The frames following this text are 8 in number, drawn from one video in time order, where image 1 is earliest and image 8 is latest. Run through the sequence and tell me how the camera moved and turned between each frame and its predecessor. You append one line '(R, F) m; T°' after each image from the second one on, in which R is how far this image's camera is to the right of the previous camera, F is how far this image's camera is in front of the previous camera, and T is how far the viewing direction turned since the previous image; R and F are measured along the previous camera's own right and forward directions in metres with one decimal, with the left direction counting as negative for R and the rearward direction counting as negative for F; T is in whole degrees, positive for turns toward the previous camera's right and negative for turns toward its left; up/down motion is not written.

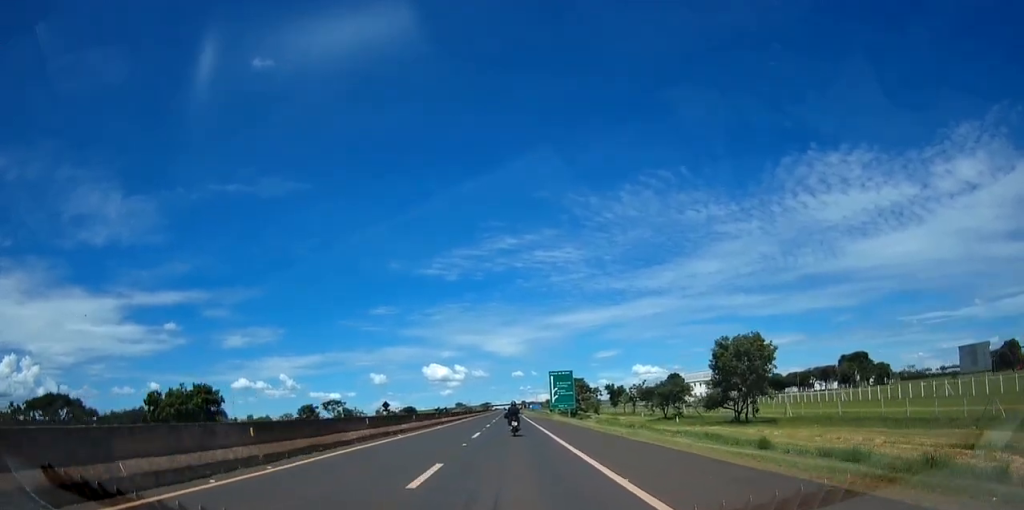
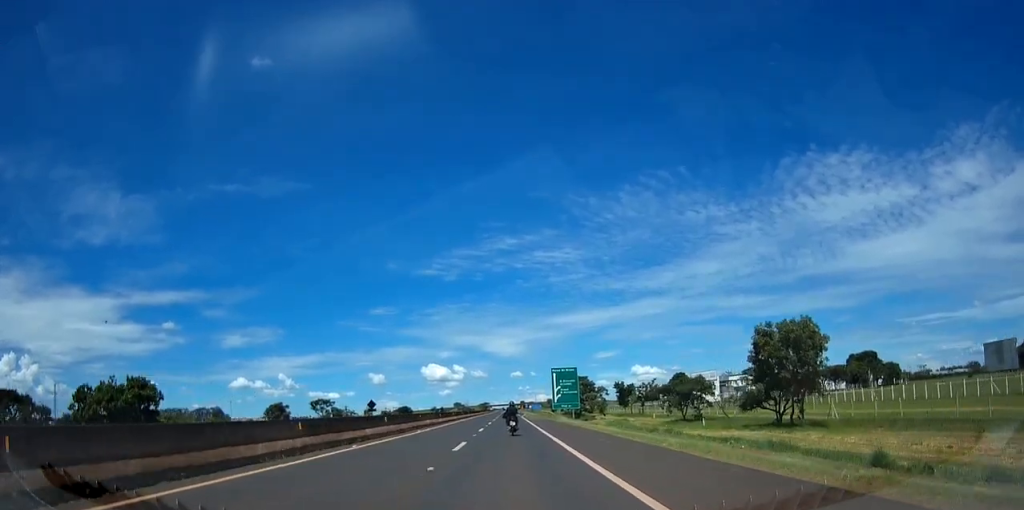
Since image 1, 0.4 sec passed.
(-0.1, +8.5) m; 0°
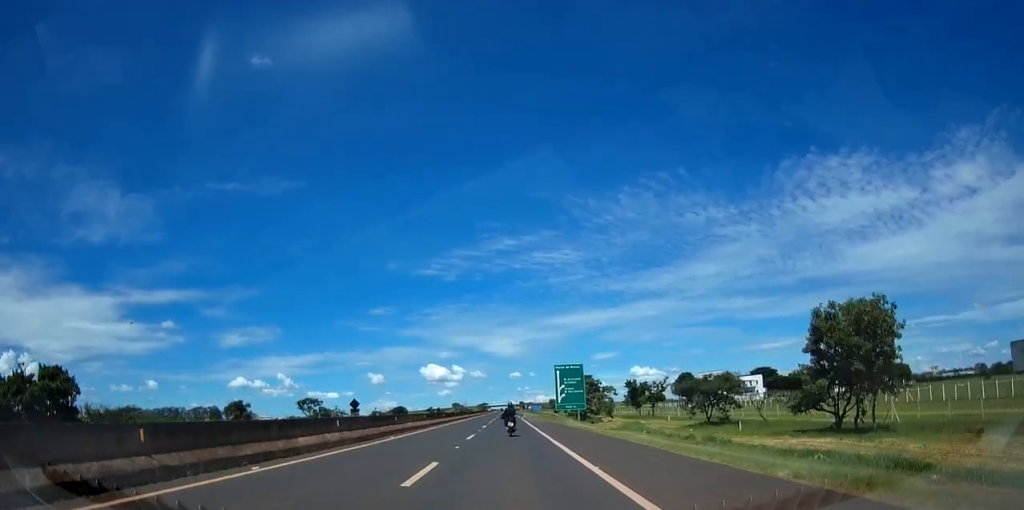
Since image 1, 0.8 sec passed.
(-0.1, +8.4) m; 0°
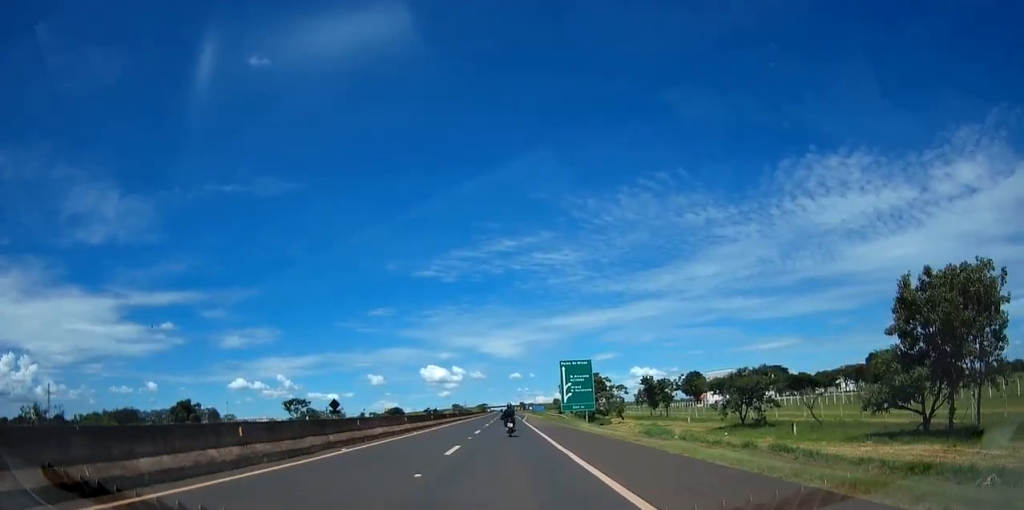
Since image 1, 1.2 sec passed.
(0.0, +8.5) m; 0°
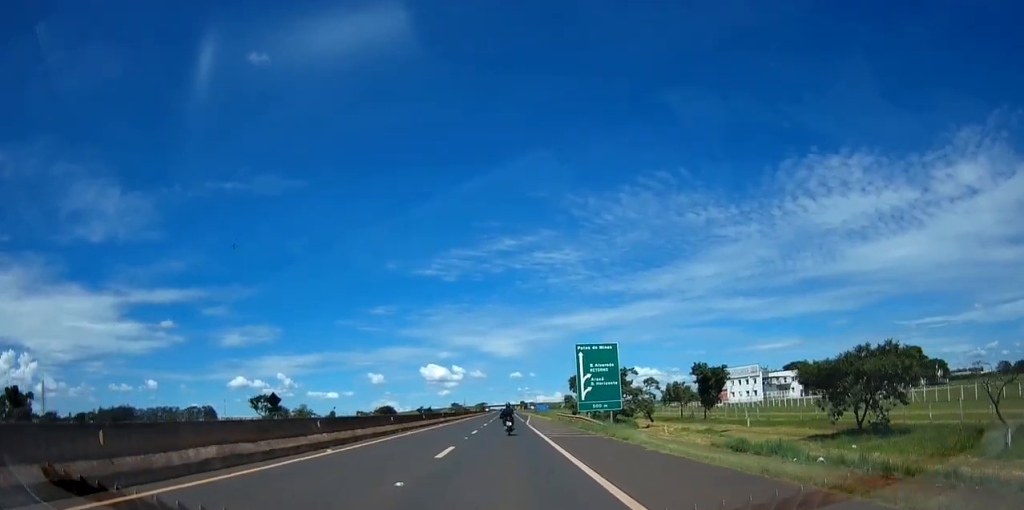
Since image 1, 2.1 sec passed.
(+0.2, +17.3) m; 0°
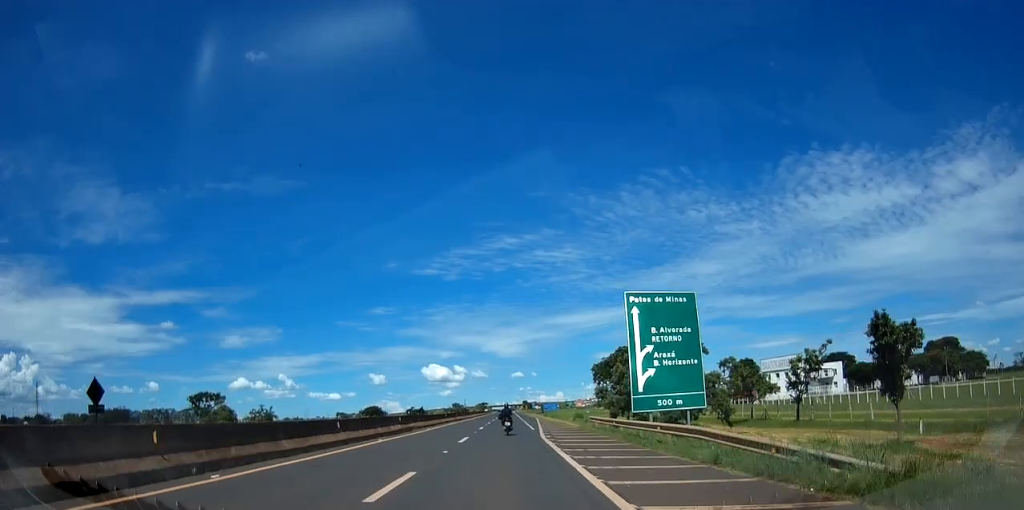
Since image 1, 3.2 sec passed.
(-0.3, +23.4) m; -1°
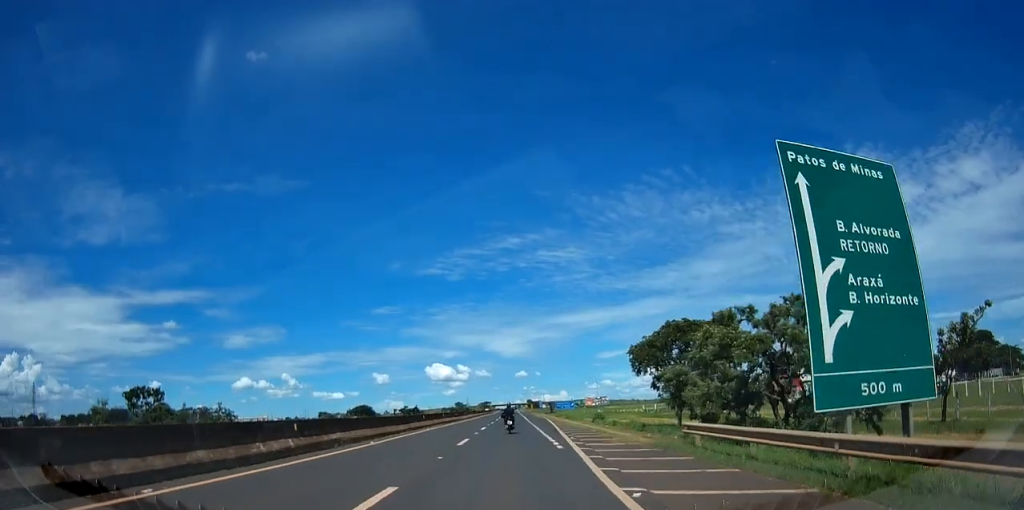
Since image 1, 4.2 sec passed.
(0.0, +18.3) m; -1°
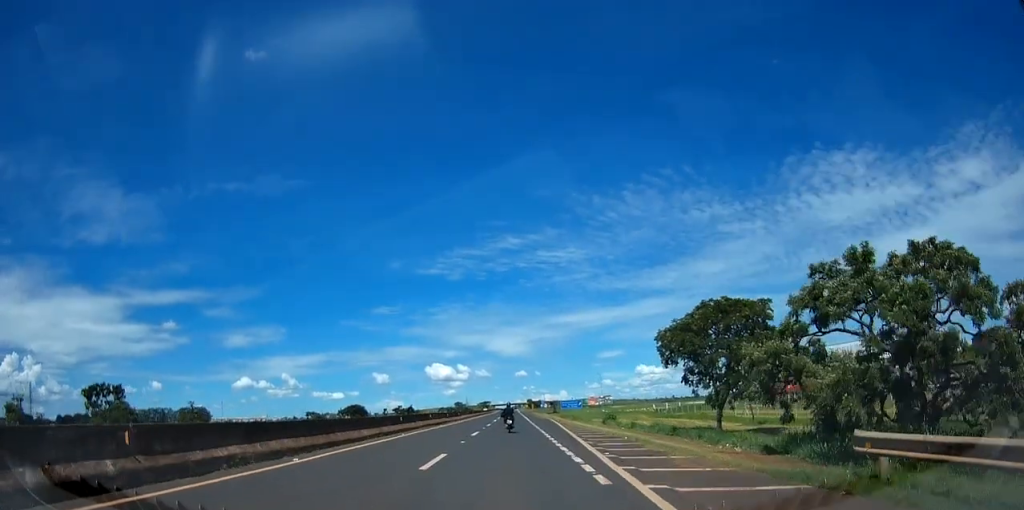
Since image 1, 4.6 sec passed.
(-0.2, +8.8) m; 0°
